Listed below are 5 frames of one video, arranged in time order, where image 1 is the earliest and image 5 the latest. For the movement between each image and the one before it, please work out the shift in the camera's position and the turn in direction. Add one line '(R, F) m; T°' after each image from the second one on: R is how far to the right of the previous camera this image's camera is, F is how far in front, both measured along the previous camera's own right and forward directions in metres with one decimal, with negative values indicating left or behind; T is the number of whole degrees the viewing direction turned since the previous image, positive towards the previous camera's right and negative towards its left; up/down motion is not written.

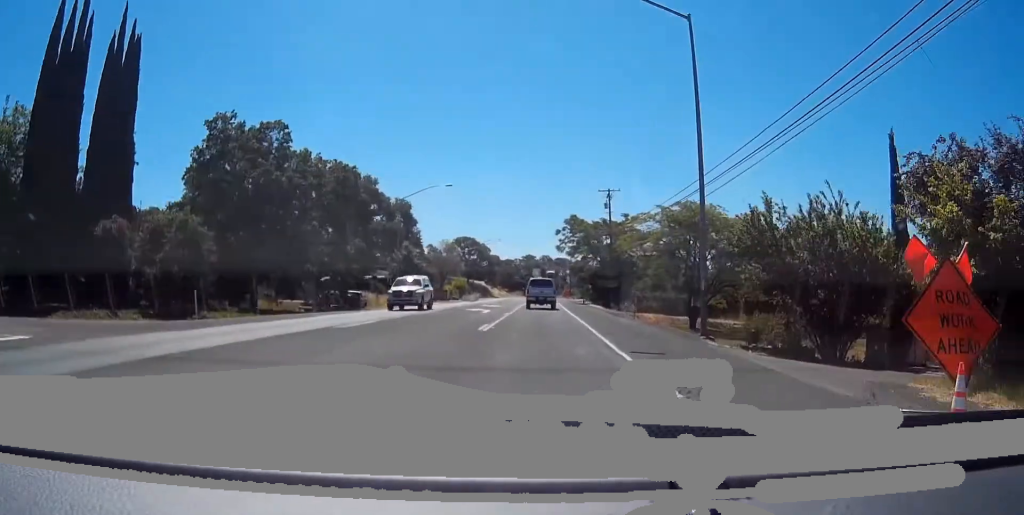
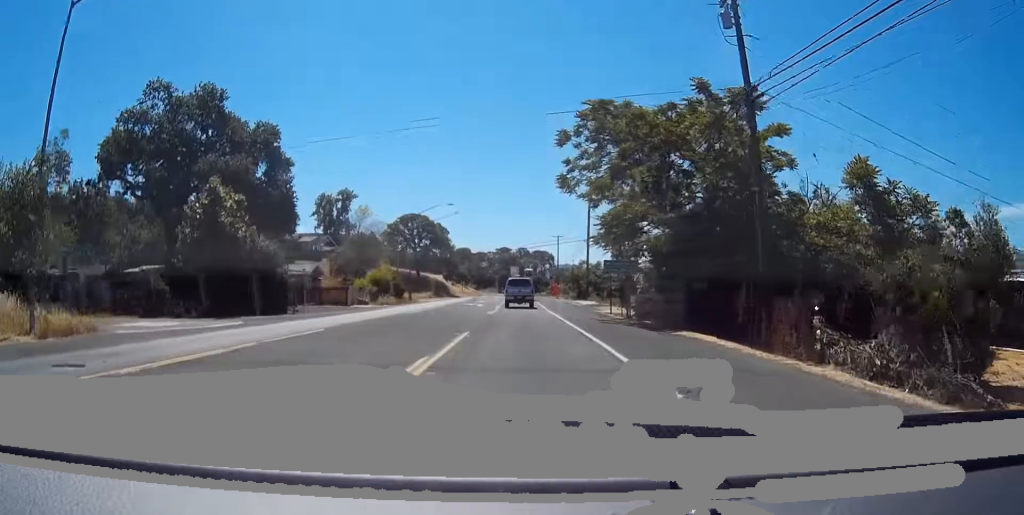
(+1.8, +56.0) m; +3°
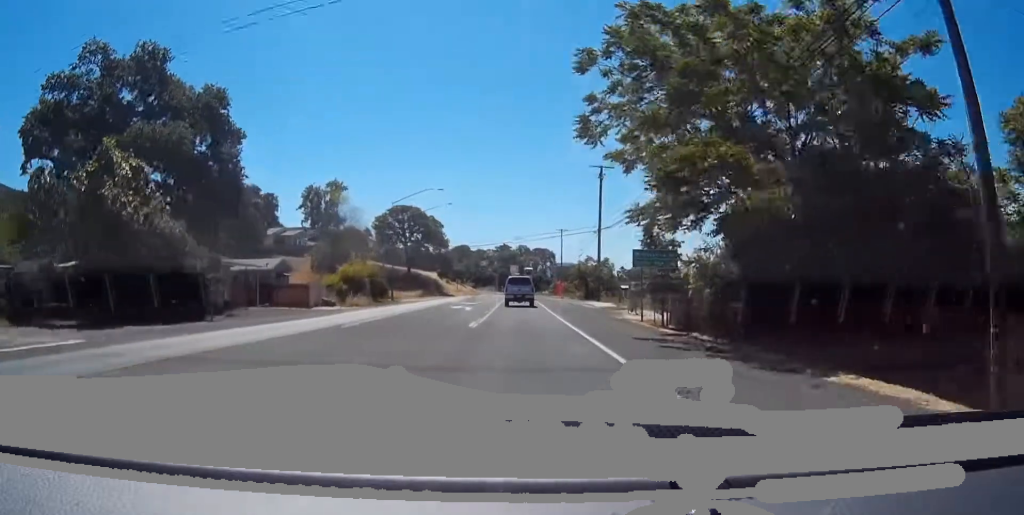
(+0.1, +12.4) m; 0°
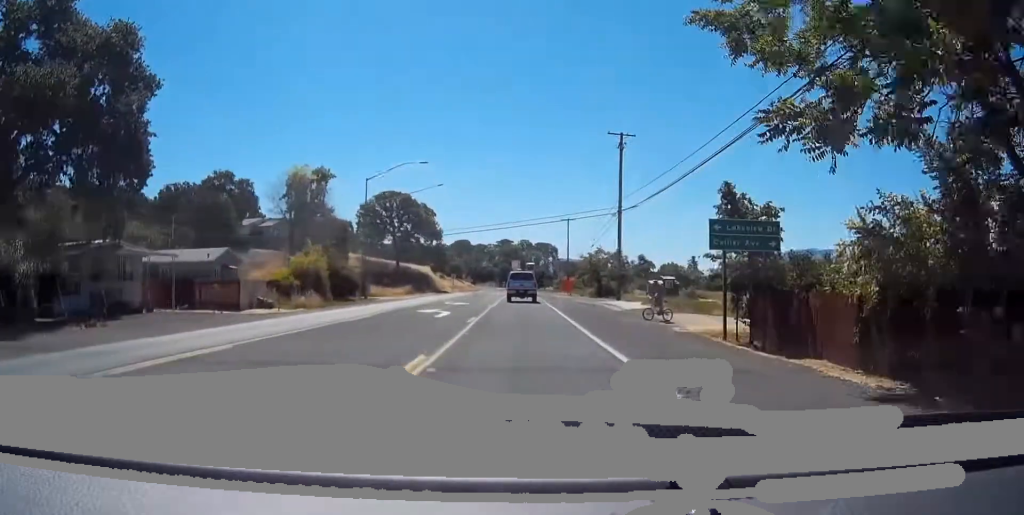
(0.0, +14.4) m; 0°
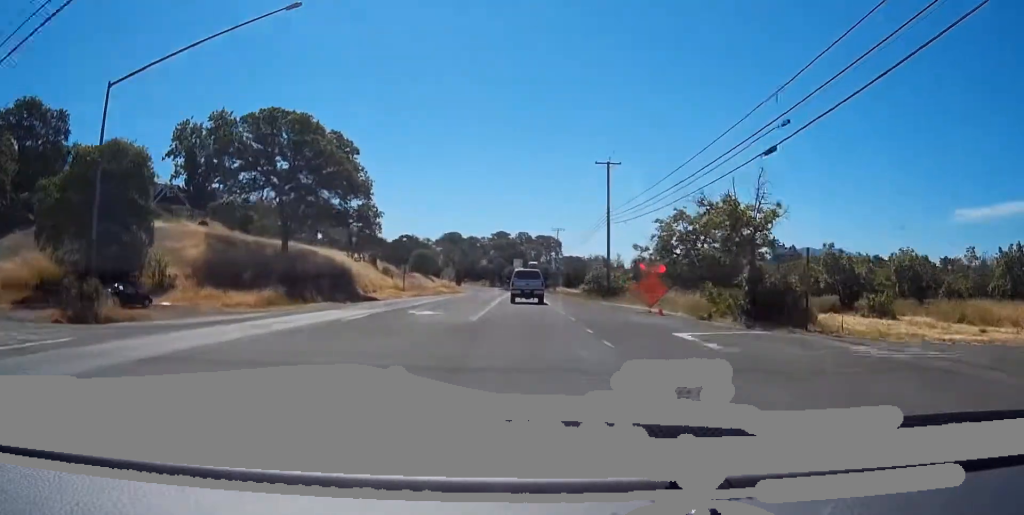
(-0.1, +59.1) m; 0°
